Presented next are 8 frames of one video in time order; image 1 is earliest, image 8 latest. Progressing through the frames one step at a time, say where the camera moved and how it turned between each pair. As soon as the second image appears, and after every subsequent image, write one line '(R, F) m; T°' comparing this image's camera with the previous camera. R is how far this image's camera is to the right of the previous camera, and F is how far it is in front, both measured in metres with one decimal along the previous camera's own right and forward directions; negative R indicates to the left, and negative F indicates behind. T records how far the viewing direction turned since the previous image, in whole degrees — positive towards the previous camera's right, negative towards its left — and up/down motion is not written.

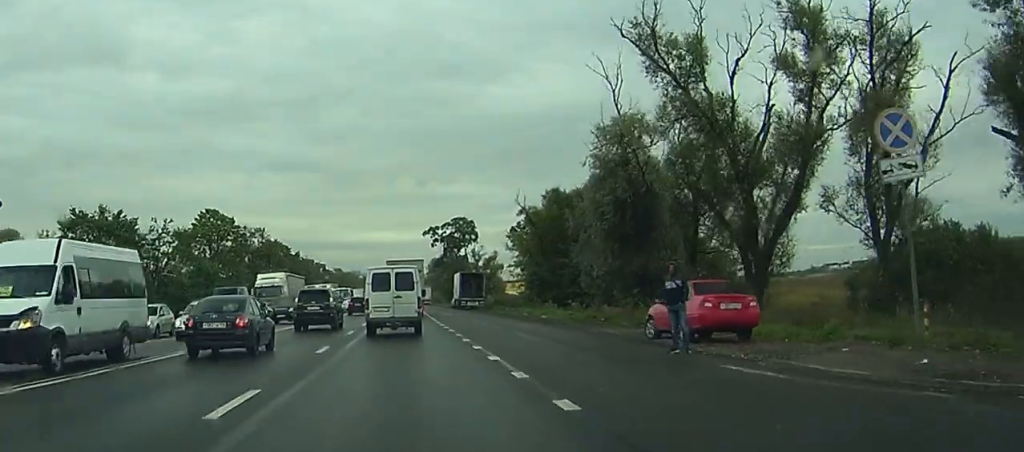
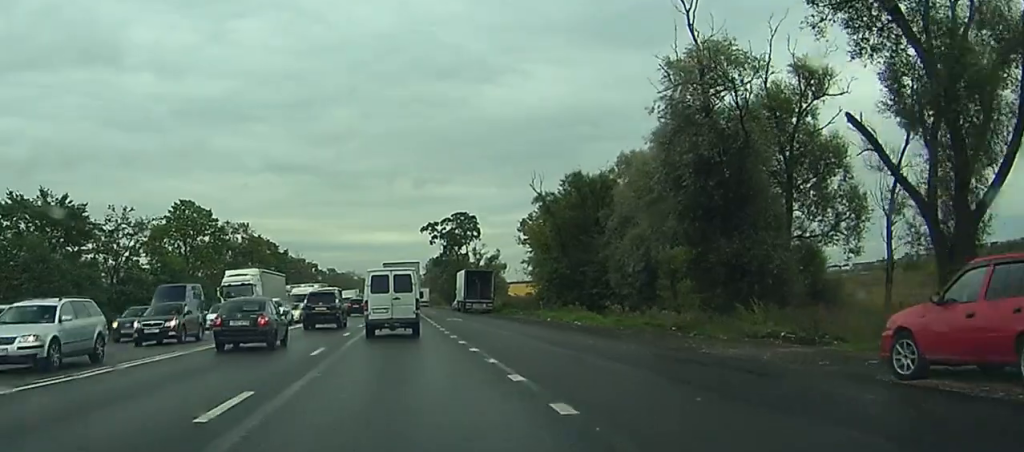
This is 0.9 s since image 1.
(+1.0, +13.5) m; +5°
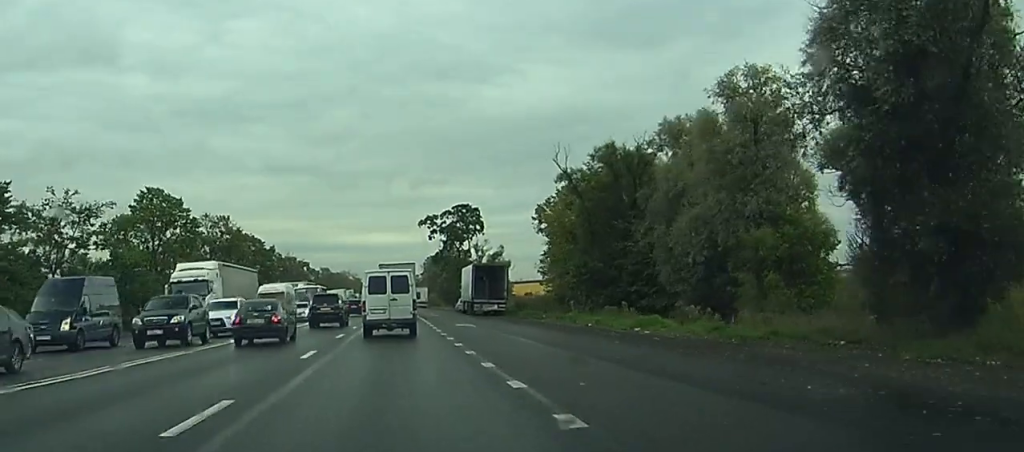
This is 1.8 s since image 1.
(+0.1, +13.6) m; +1°
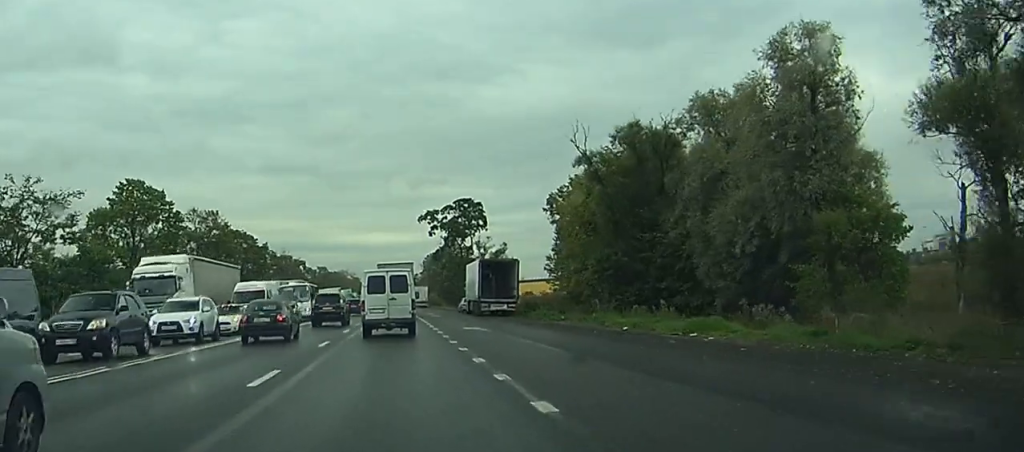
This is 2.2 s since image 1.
(0.0, +6.9) m; 0°
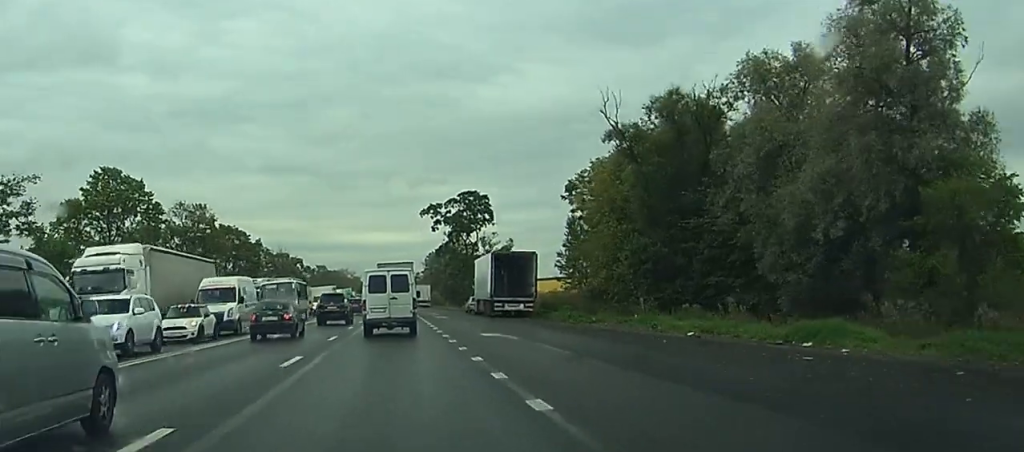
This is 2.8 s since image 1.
(0.0, +7.9) m; 0°
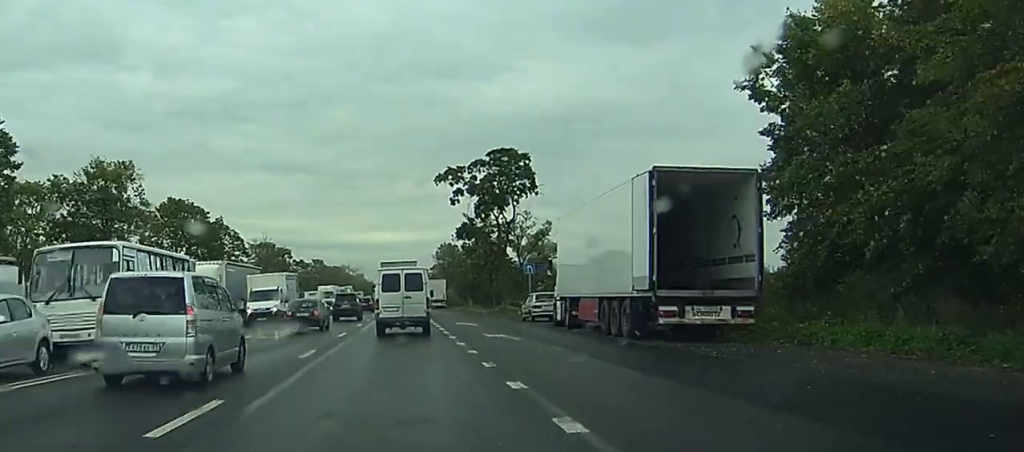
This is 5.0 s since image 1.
(+0.1, +33.4) m; 0°
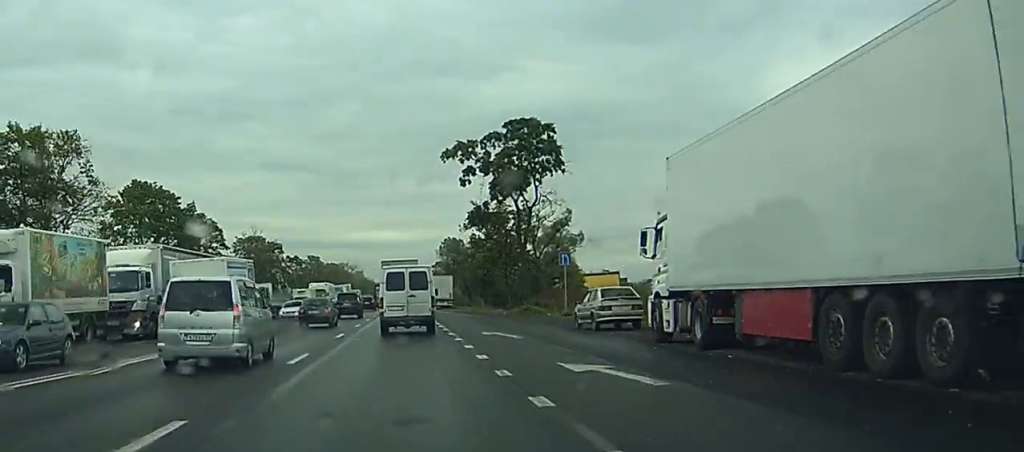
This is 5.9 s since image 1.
(0.0, +14.0) m; -1°
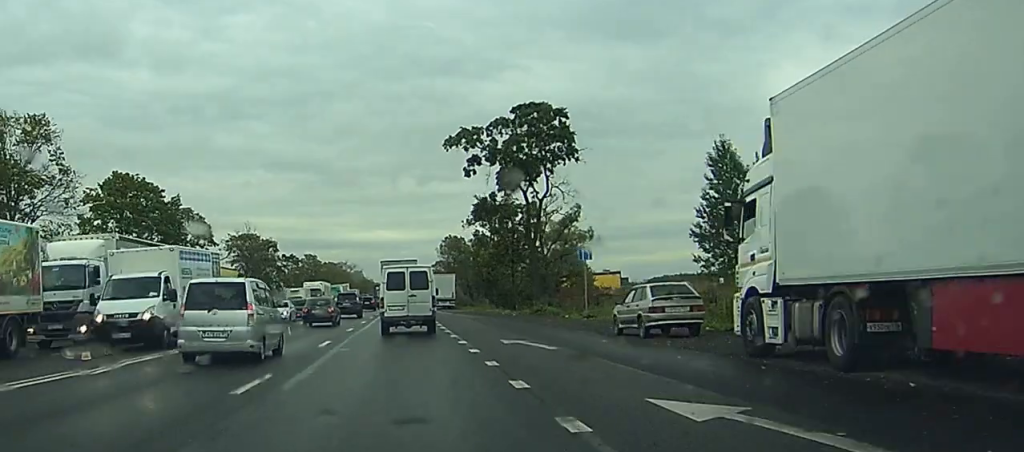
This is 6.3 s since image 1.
(-0.1, +6.0) m; 0°
